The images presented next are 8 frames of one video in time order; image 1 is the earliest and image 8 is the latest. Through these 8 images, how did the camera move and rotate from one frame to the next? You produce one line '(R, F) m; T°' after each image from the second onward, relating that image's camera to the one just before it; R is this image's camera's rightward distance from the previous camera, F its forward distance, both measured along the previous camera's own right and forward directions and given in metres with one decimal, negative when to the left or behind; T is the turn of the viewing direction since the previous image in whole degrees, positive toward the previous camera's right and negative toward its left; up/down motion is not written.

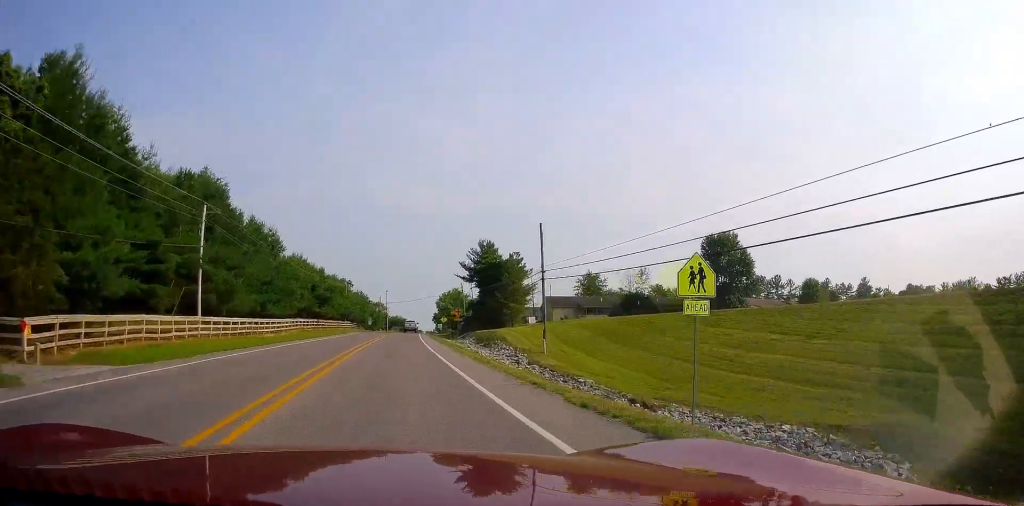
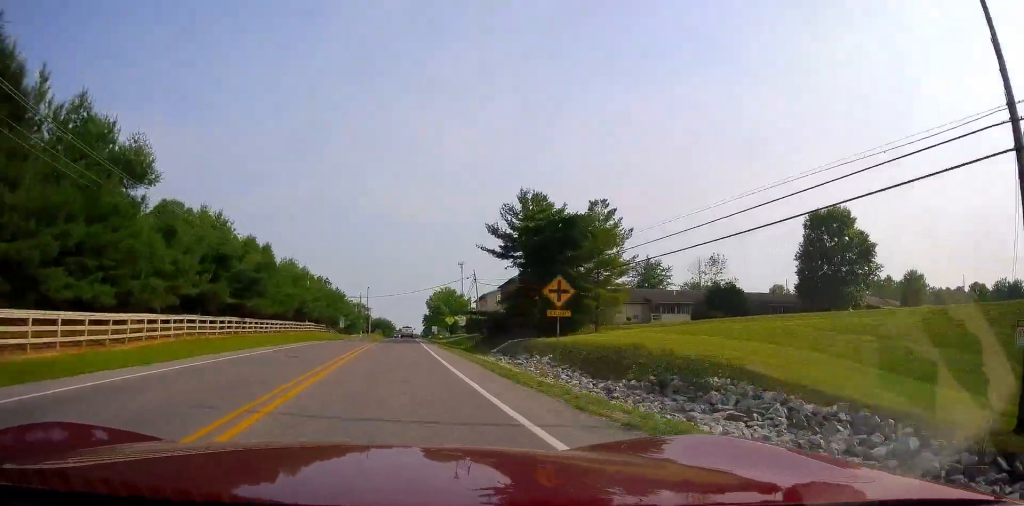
(+1.0, +36.3) m; +1°
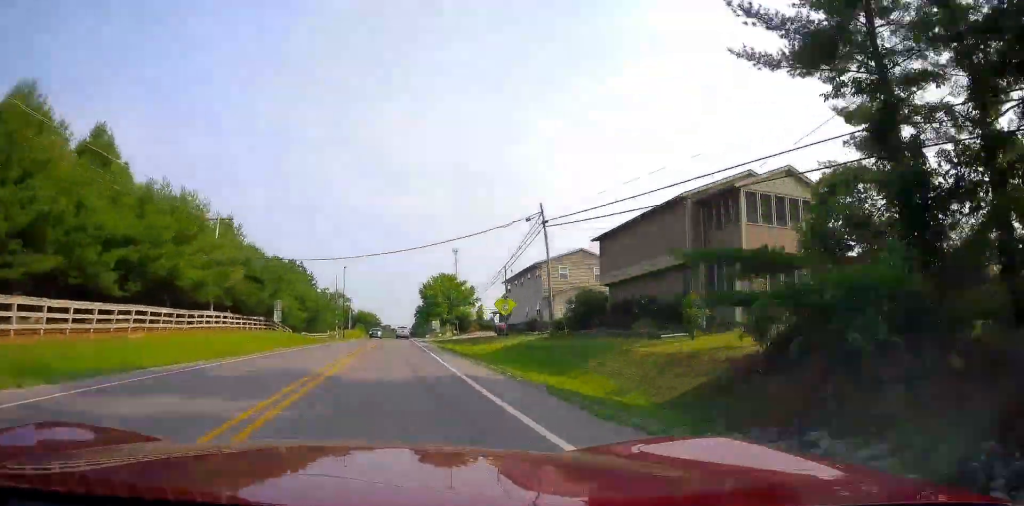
(+0.7, +41.5) m; +1°
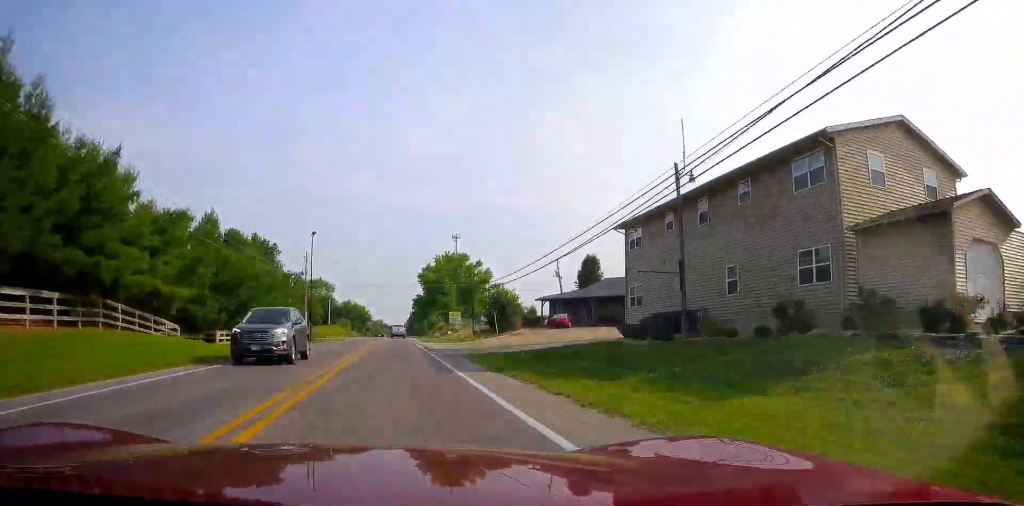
(-0.2, +39.3) m; +1°
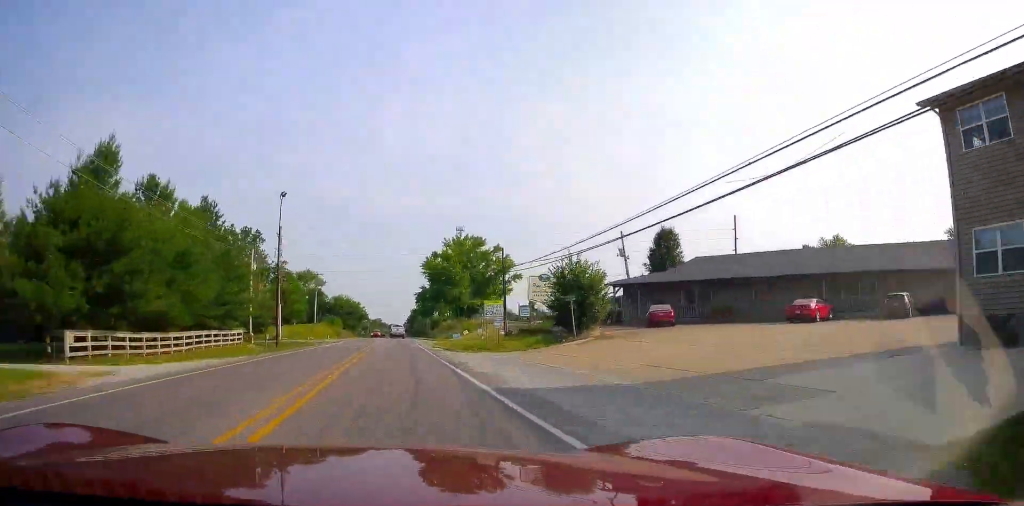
(+0.6, +23.1) m; 0°
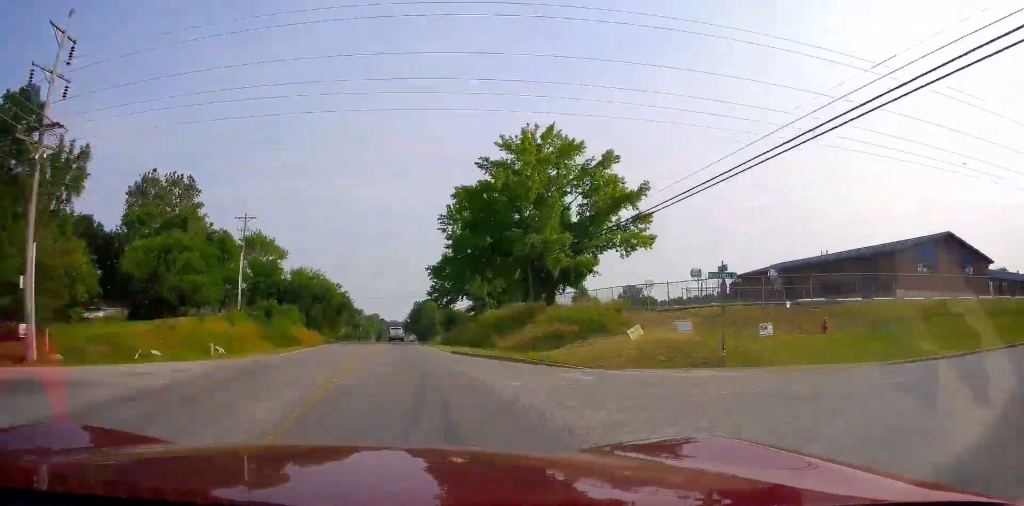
(+0.5, +54.7) m; 0°
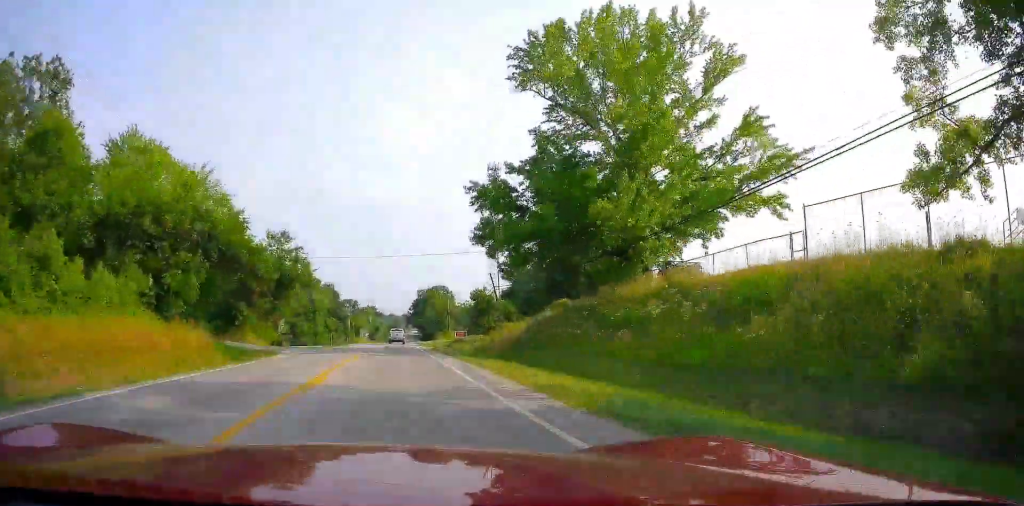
(-0.2, +49.0) m; 0°
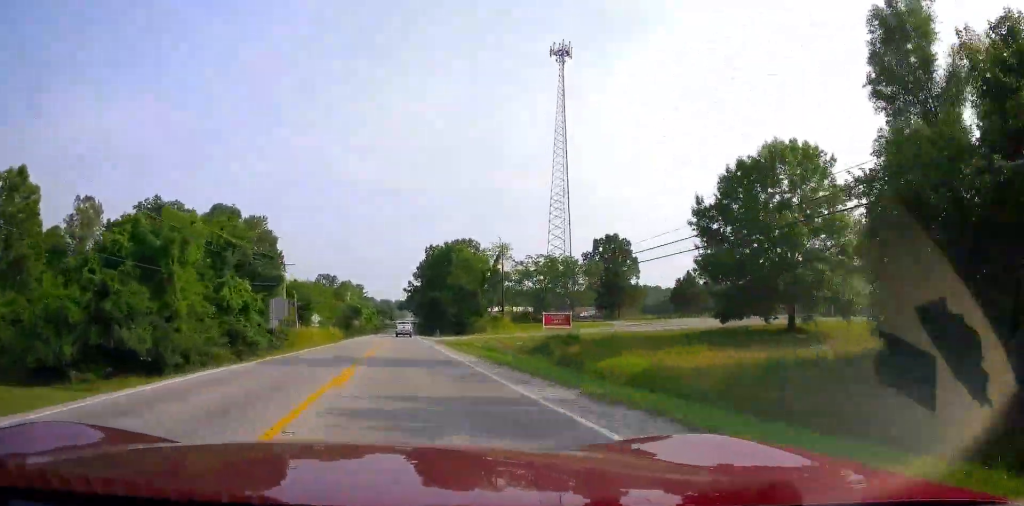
(+0.5, +85.2) m; 0°
